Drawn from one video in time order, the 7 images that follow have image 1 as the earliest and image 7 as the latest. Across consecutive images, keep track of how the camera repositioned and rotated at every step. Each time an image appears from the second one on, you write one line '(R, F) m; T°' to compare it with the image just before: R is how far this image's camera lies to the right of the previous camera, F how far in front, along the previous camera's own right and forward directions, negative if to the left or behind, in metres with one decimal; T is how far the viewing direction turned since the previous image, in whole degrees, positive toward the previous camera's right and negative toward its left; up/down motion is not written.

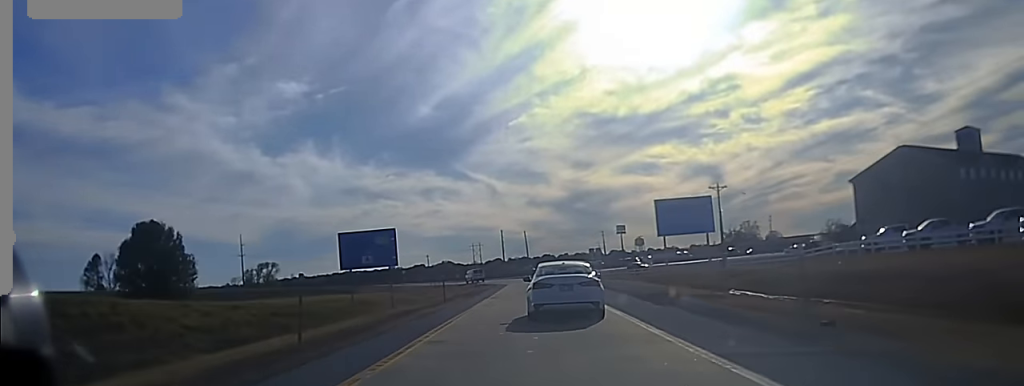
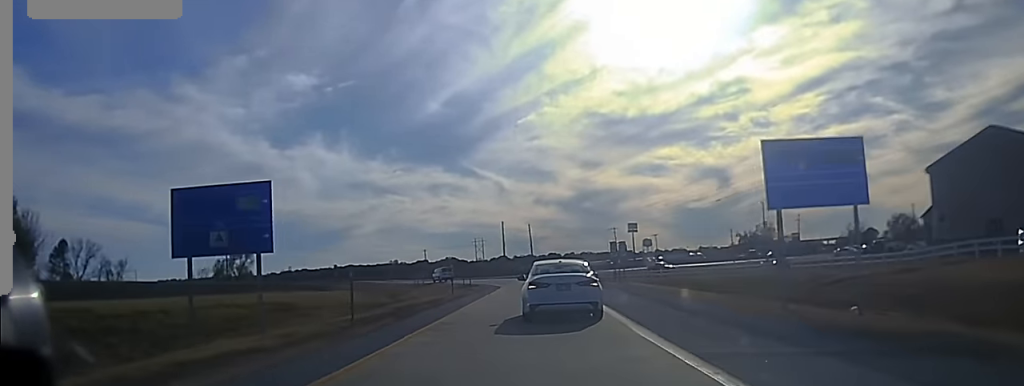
(-0.2, +24.1) m; 0°
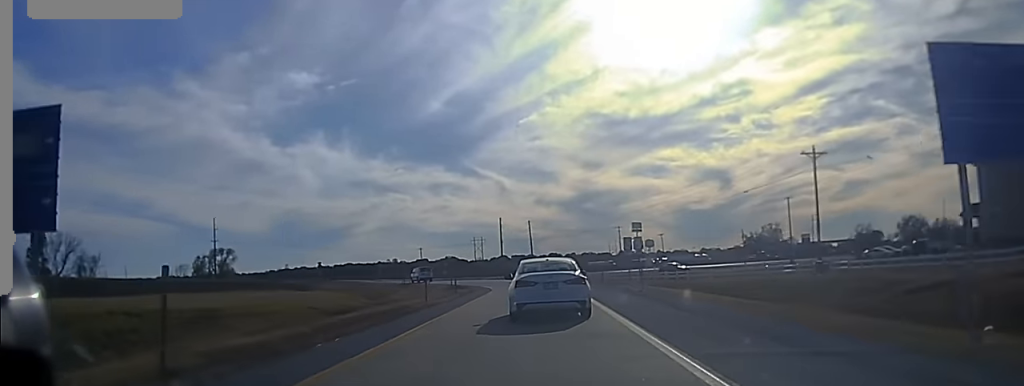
(+0.1, +11.7) m; 0°
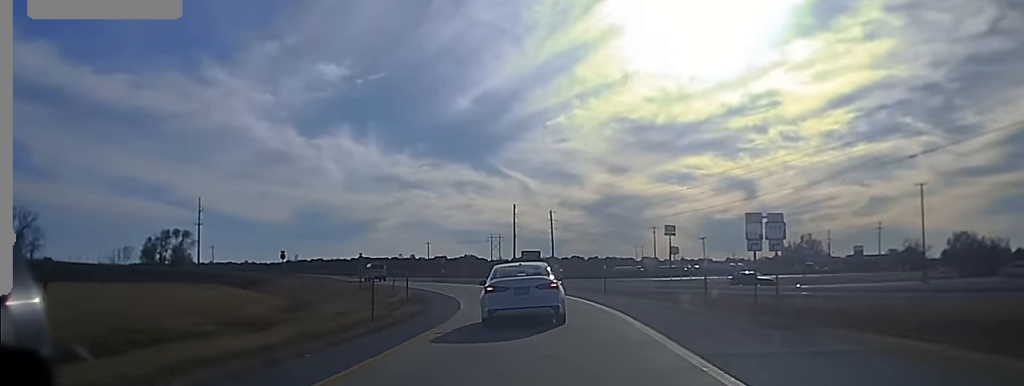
(+0.2, +35.4) m; 0°
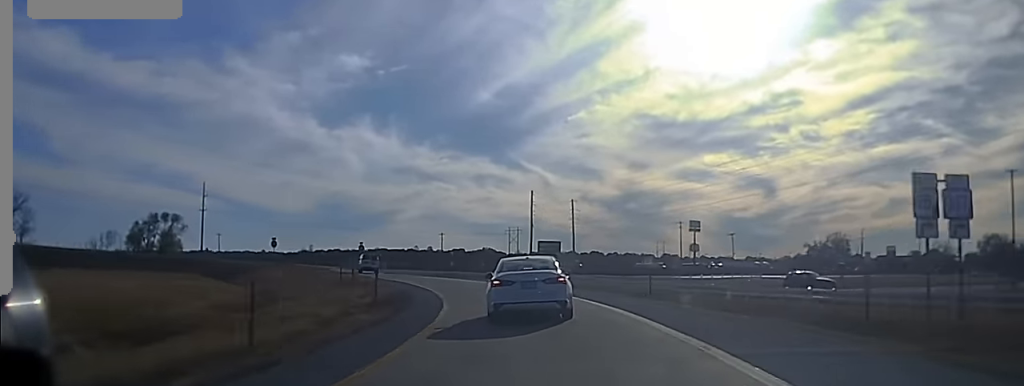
(0.0, +13.1) m; -1°
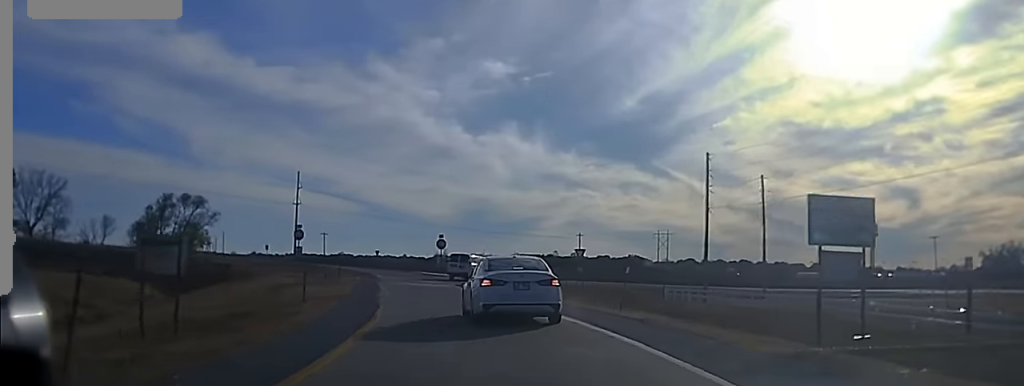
(-2.0, +45.1) m; -7°
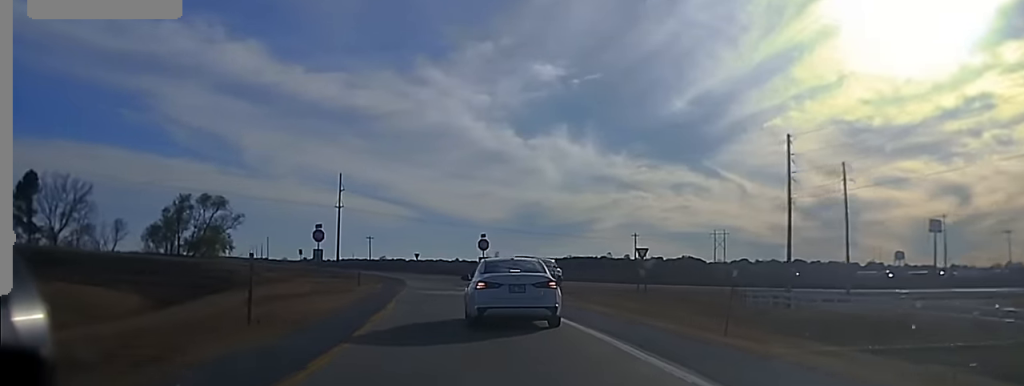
(0.0, +10.3) m; -3°
